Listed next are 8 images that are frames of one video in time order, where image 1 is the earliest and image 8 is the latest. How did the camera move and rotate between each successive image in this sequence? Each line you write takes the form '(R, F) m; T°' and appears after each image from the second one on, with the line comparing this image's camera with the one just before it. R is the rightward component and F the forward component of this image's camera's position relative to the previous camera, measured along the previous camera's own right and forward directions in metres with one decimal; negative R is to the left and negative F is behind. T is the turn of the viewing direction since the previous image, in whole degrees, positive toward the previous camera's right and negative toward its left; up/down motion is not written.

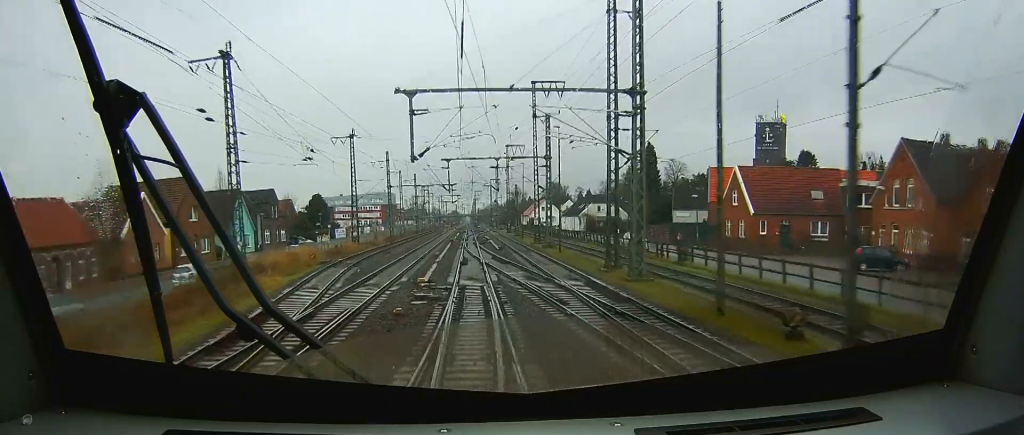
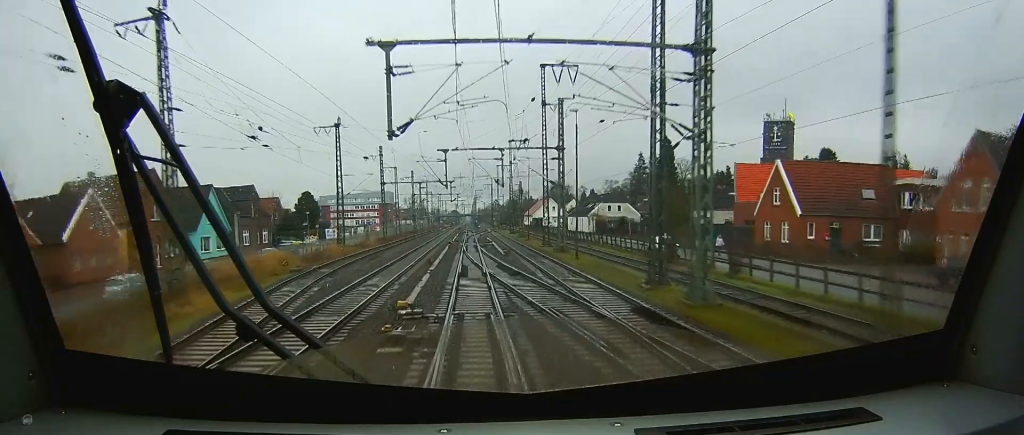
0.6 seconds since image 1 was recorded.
(0.0, +8.7) m; 0°
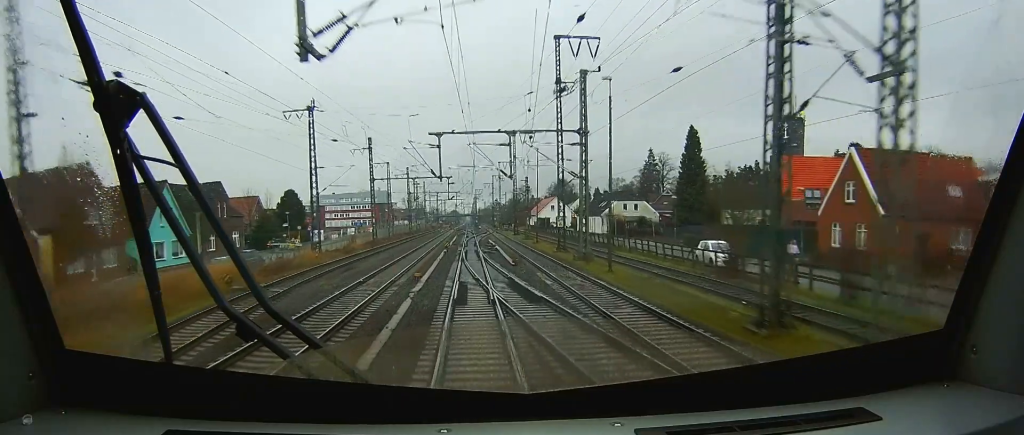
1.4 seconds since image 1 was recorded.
(0.0, +11.2) m; 0°
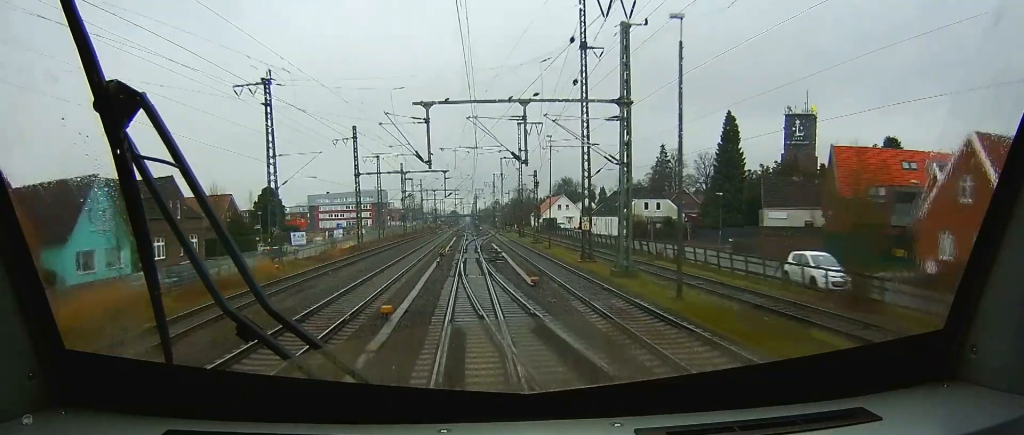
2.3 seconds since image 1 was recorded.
(+0.1, +12.0) m; 0°
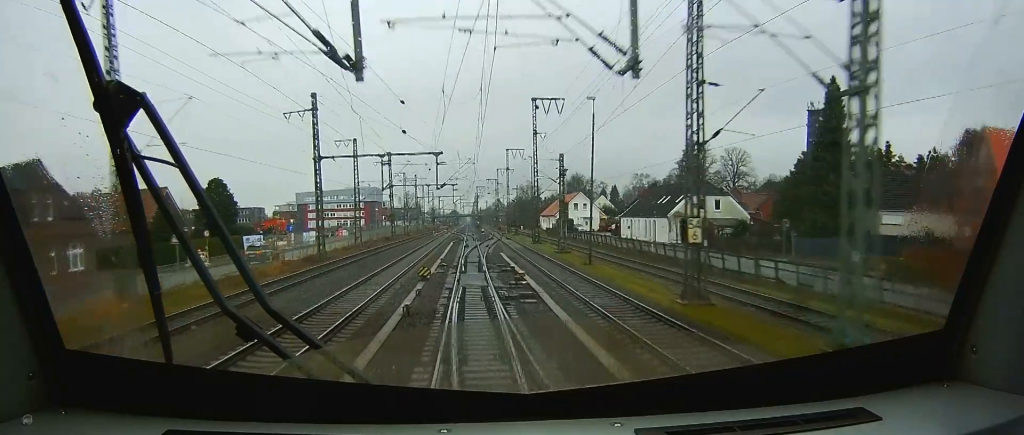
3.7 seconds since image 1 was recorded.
(+0.1, +21.6) m; +1°
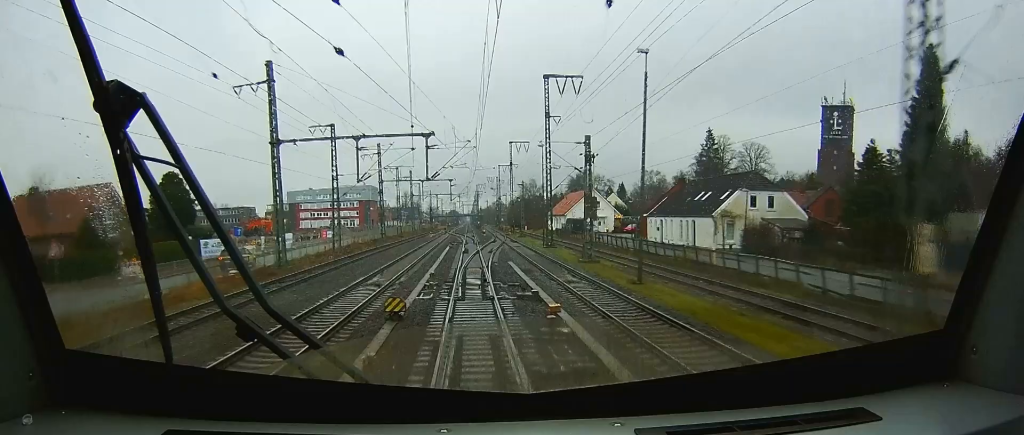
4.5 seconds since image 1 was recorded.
(0.0, +12.8) m; +1°
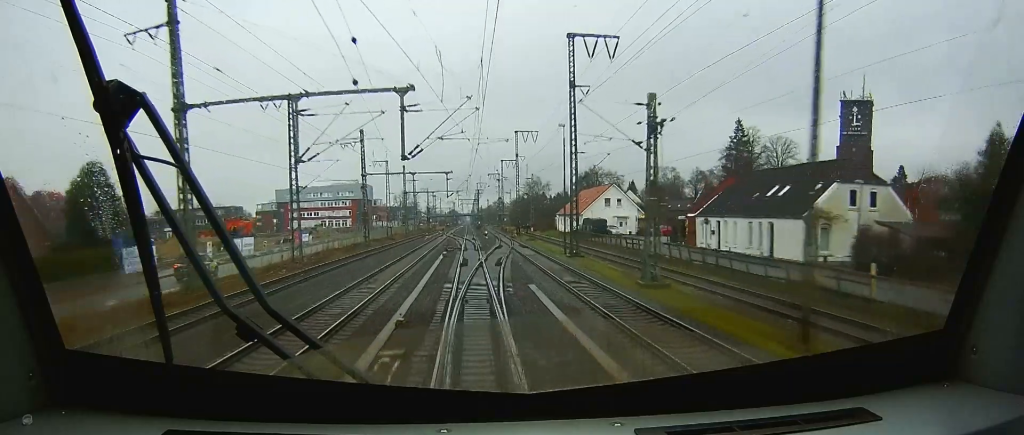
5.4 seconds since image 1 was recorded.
(+0.1, +15.8) m; 0°
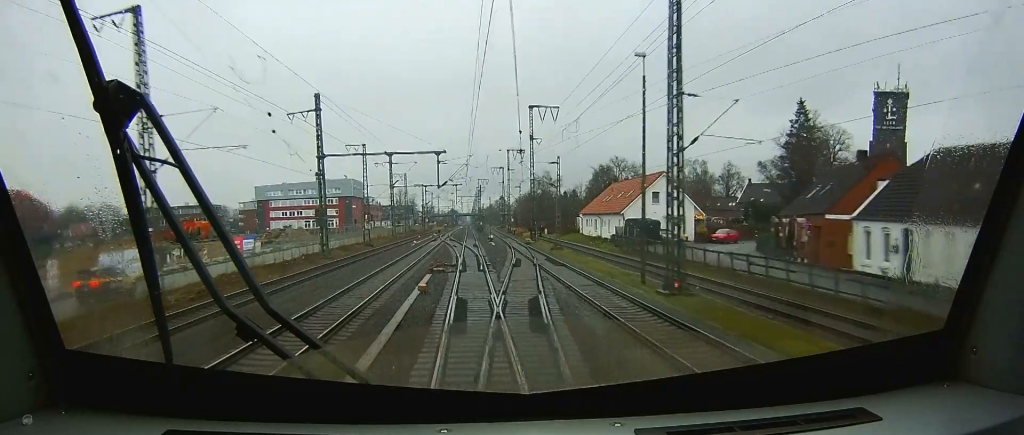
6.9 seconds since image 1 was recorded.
(-0.1, +25.9) m; 0°
